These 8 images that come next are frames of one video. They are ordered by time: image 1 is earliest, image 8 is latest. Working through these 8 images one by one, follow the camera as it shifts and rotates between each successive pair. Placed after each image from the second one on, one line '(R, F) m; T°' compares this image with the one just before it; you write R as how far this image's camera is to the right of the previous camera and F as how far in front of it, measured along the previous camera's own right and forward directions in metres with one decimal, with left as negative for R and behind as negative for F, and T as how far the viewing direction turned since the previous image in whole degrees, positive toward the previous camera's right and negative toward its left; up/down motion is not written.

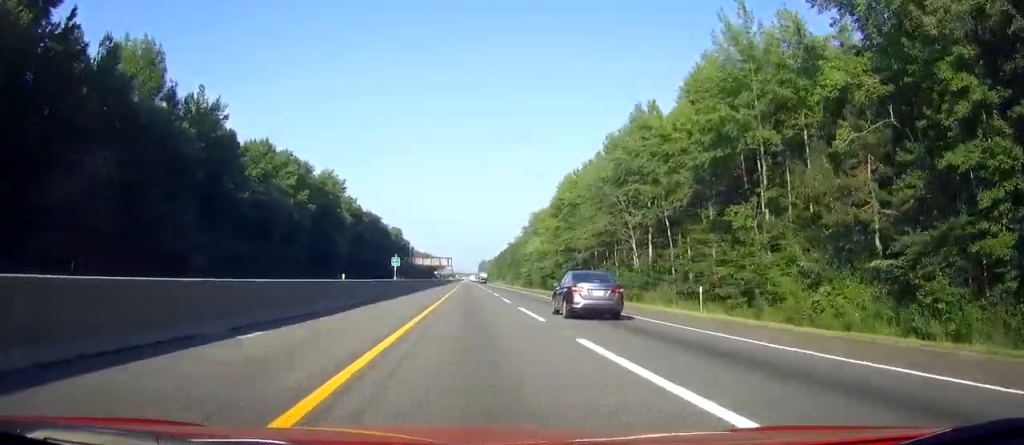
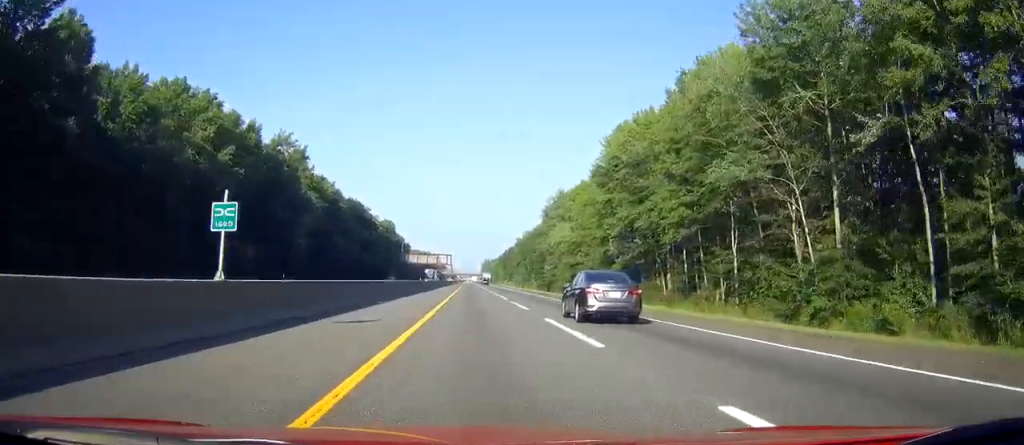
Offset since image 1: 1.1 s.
(+0.1, +37.5) m; 0°
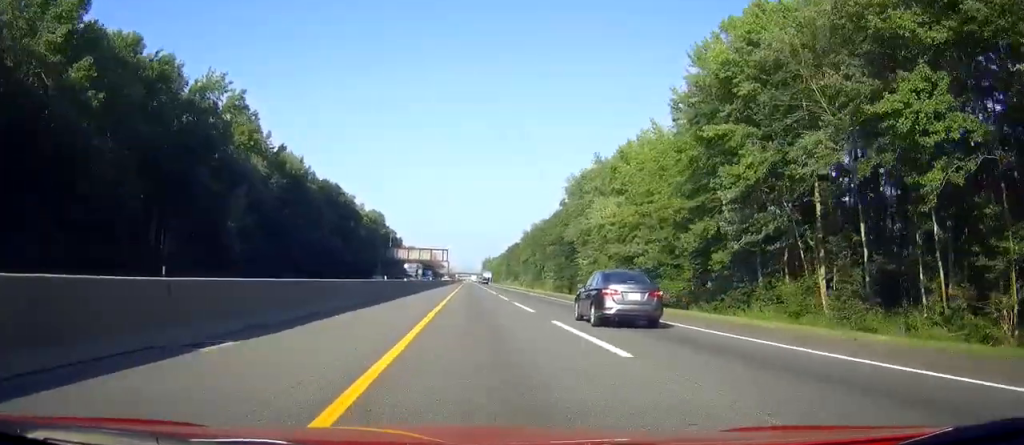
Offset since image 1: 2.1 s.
(+0.1, +31.9) m; 0°
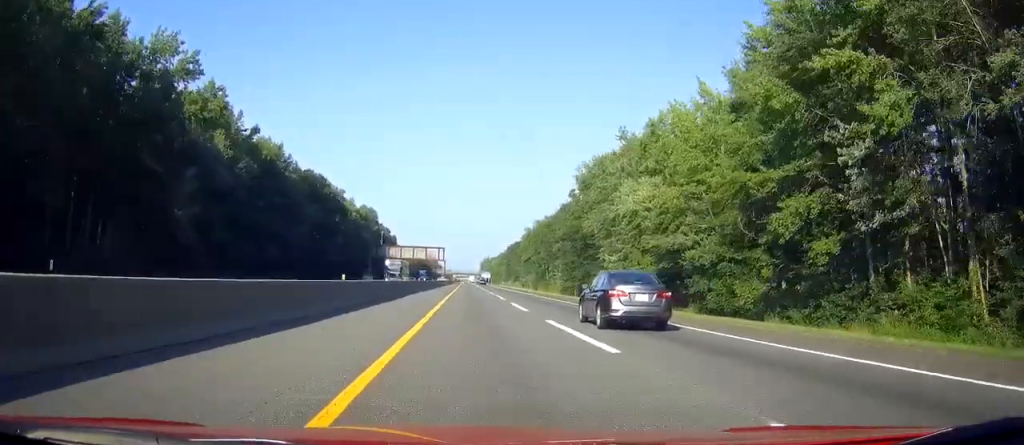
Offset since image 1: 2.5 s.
(+0.1, +14.3) m; 0°
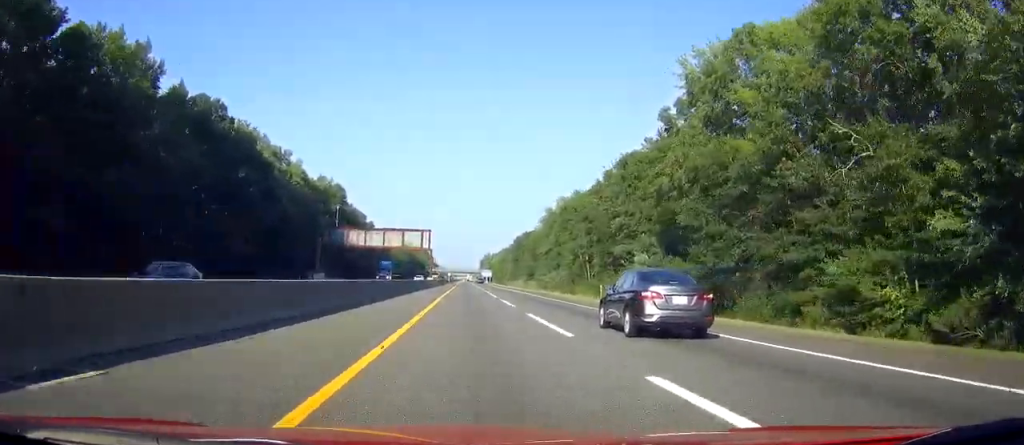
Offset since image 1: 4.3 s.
(-0.2, +57.1) m; +1°
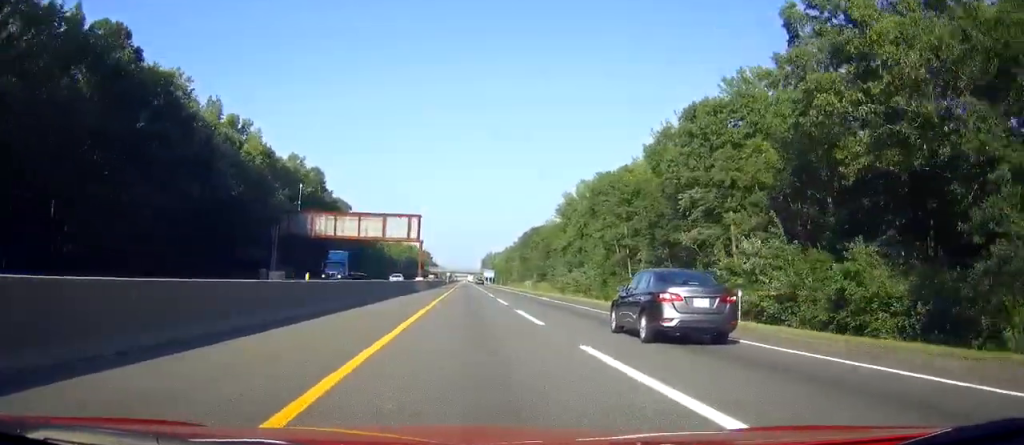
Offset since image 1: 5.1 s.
(+0.2, +26.3) m; +1°
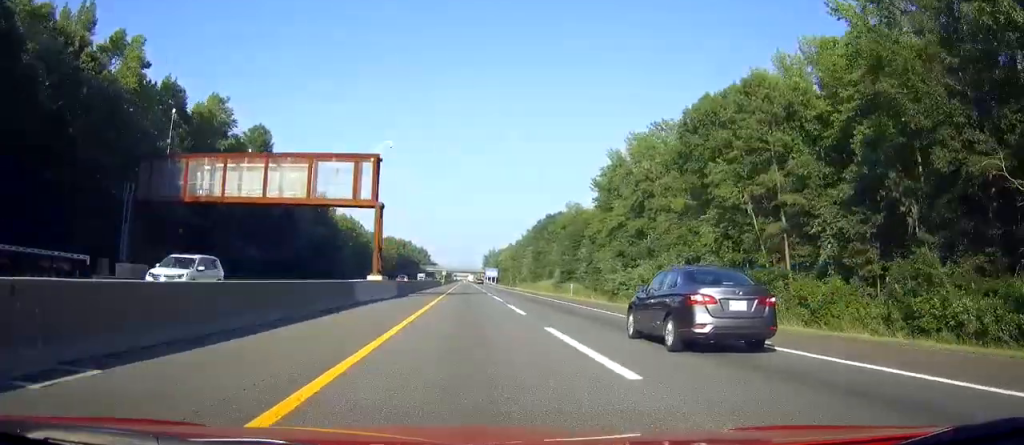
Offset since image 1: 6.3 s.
(+0.1, +40.5) m; 0°
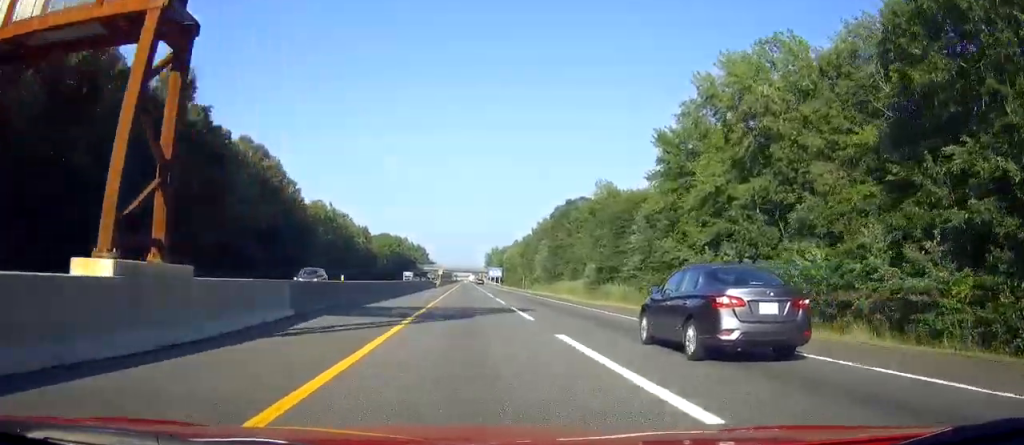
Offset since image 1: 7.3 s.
(+0.1, +32.8) m; +1°
